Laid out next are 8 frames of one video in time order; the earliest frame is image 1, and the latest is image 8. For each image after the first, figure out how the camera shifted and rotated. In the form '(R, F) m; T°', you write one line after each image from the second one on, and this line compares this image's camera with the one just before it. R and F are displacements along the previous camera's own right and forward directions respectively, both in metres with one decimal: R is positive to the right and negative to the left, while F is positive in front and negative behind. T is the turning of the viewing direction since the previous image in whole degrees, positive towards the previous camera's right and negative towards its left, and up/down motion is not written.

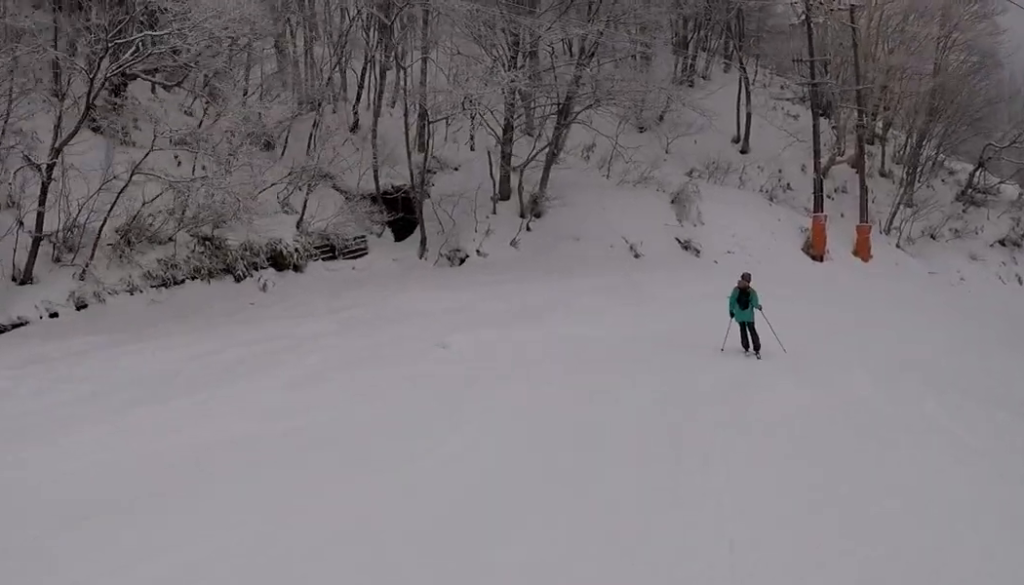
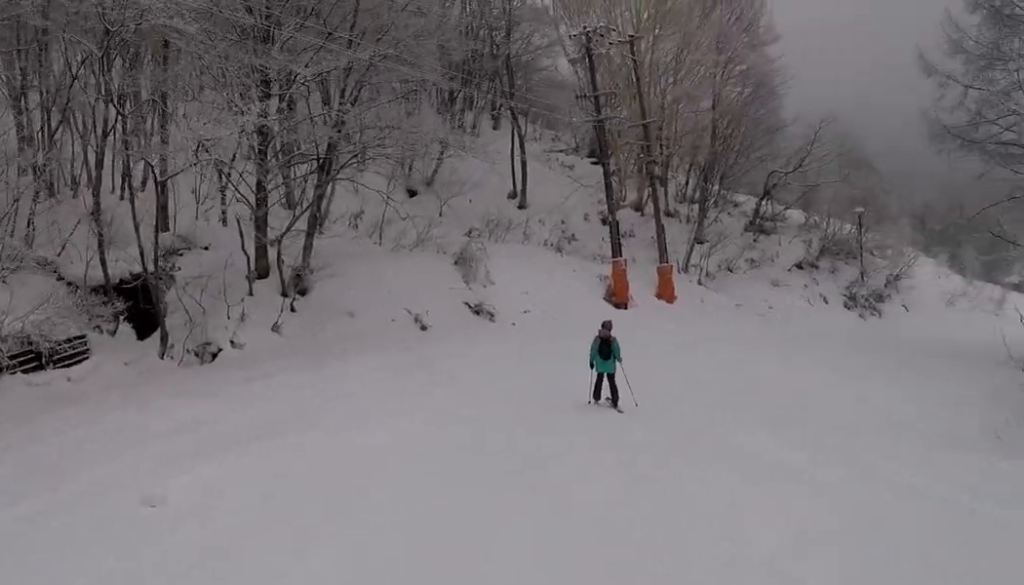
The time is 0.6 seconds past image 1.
(0.0, +4.3) m; +5°
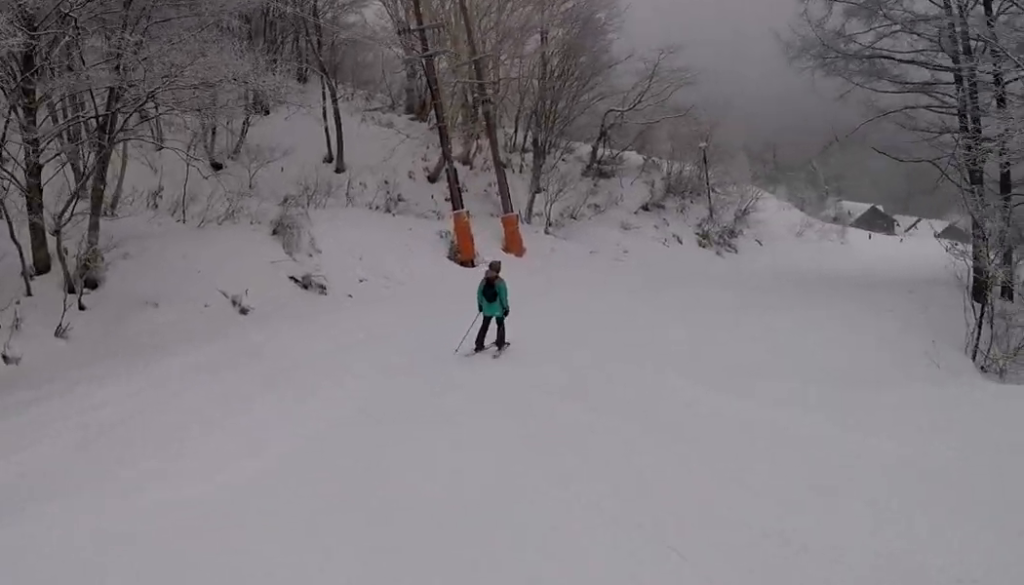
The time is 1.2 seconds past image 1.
(+0.1, +3.7) m; +9°
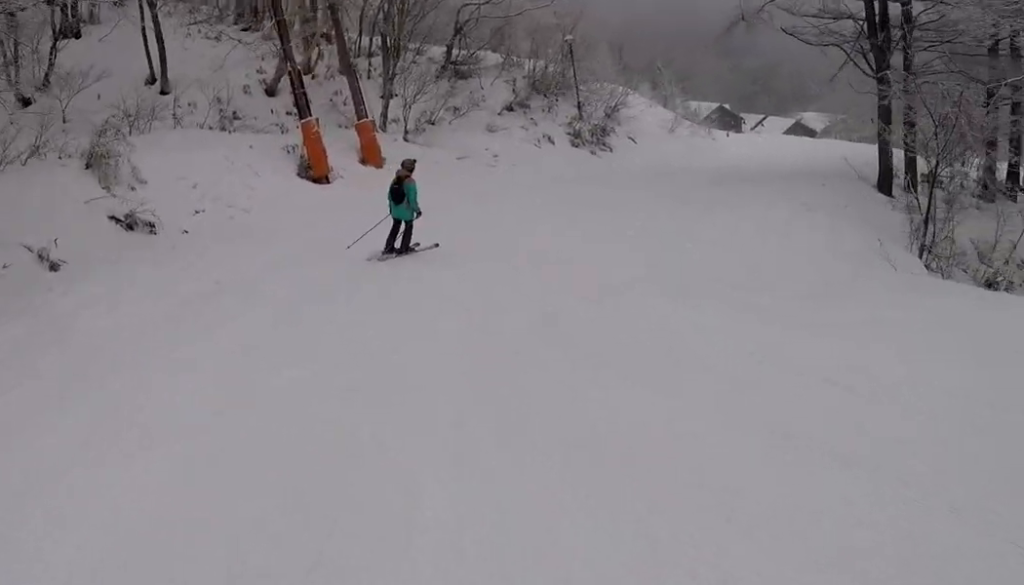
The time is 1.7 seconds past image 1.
(+0.4, +3.3) m; +5°
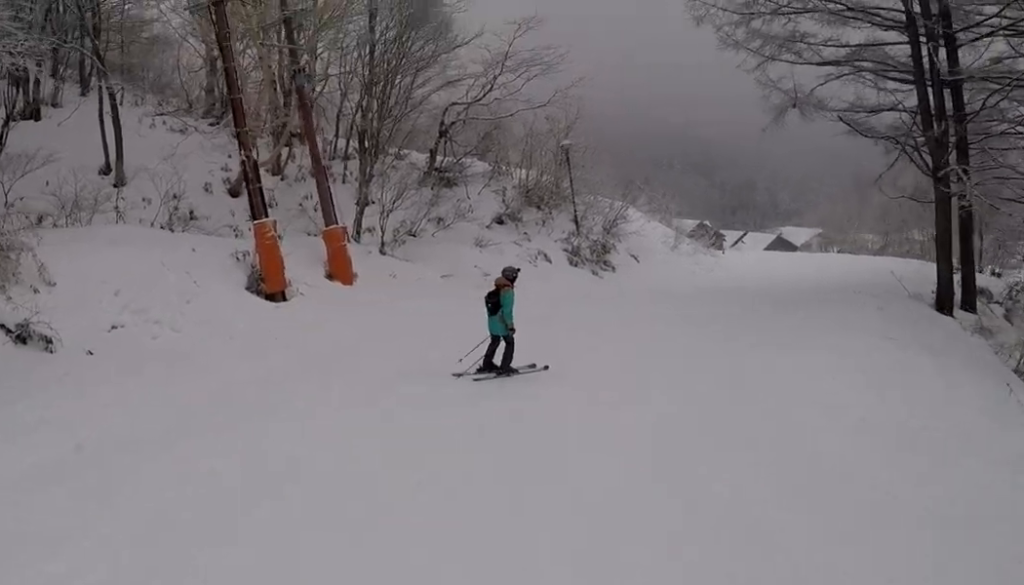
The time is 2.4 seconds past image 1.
(+0.4, +4.8) m; +7°
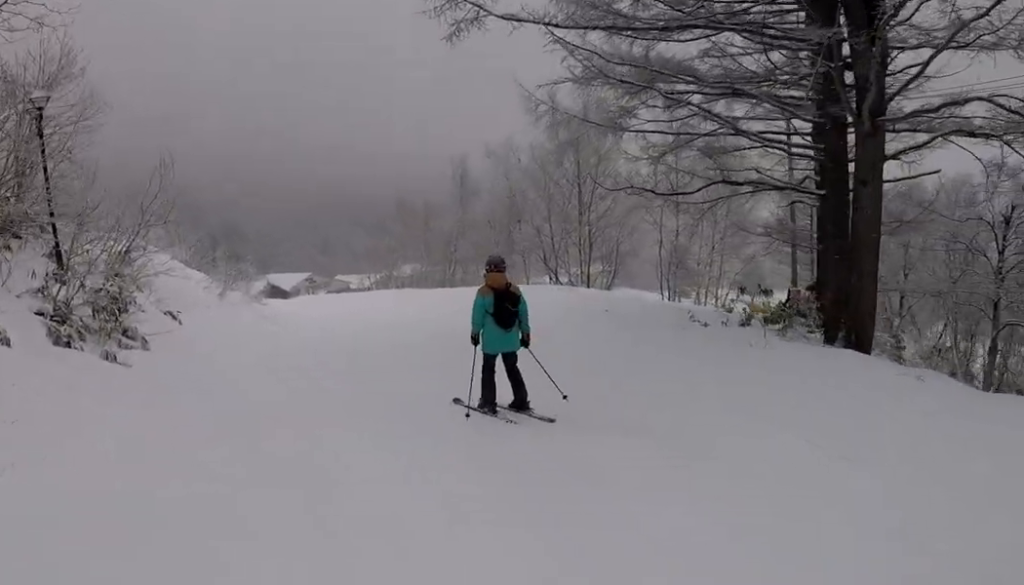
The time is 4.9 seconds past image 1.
(+5.2, +13.3) m; +51°
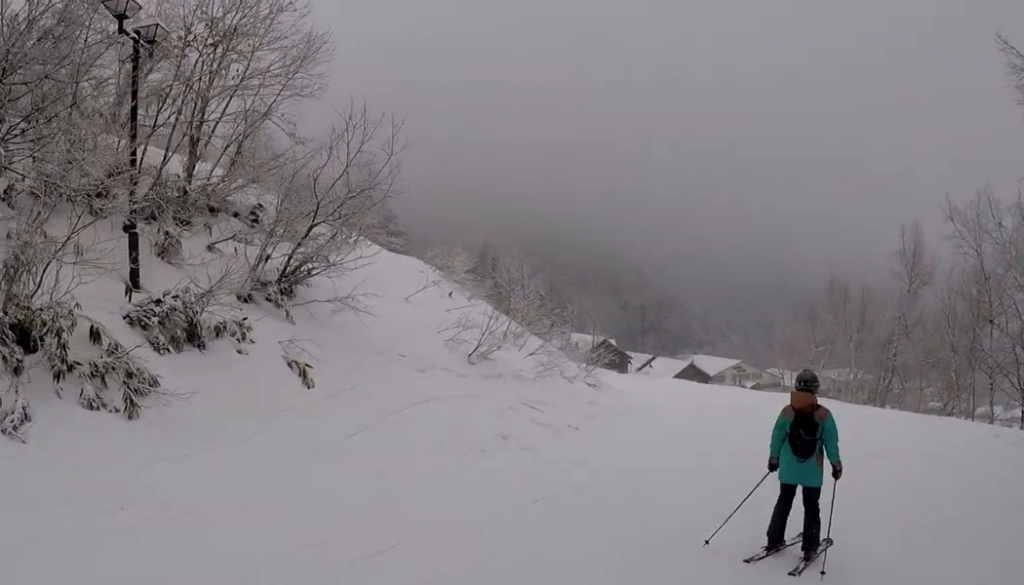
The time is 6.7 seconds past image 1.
(+0.6, +10.5) m; -5°
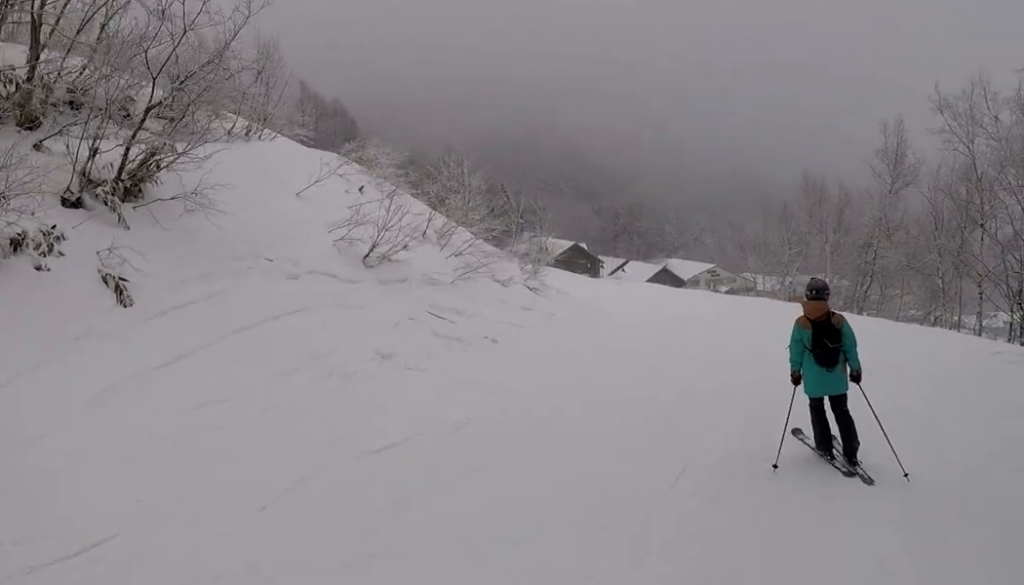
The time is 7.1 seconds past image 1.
(-0.2, +2.7) m; -5°
